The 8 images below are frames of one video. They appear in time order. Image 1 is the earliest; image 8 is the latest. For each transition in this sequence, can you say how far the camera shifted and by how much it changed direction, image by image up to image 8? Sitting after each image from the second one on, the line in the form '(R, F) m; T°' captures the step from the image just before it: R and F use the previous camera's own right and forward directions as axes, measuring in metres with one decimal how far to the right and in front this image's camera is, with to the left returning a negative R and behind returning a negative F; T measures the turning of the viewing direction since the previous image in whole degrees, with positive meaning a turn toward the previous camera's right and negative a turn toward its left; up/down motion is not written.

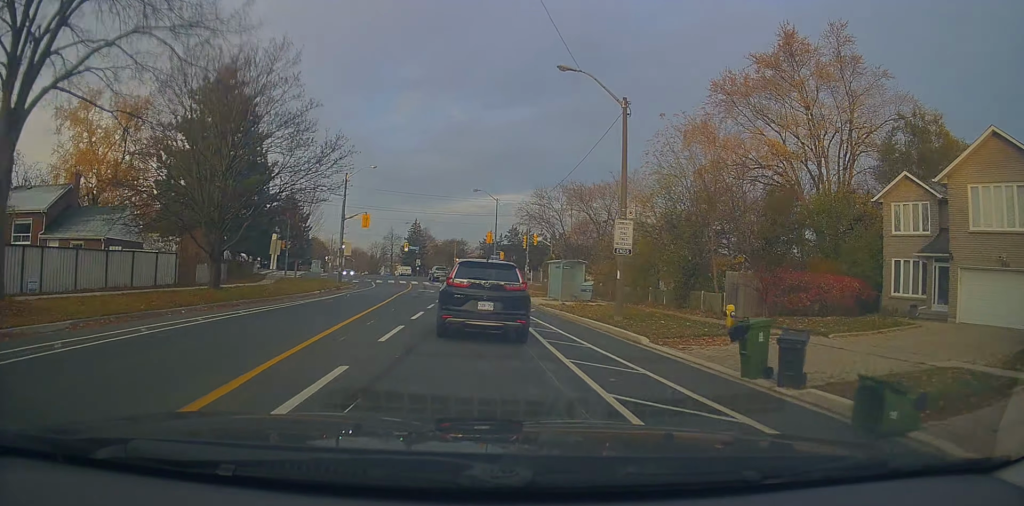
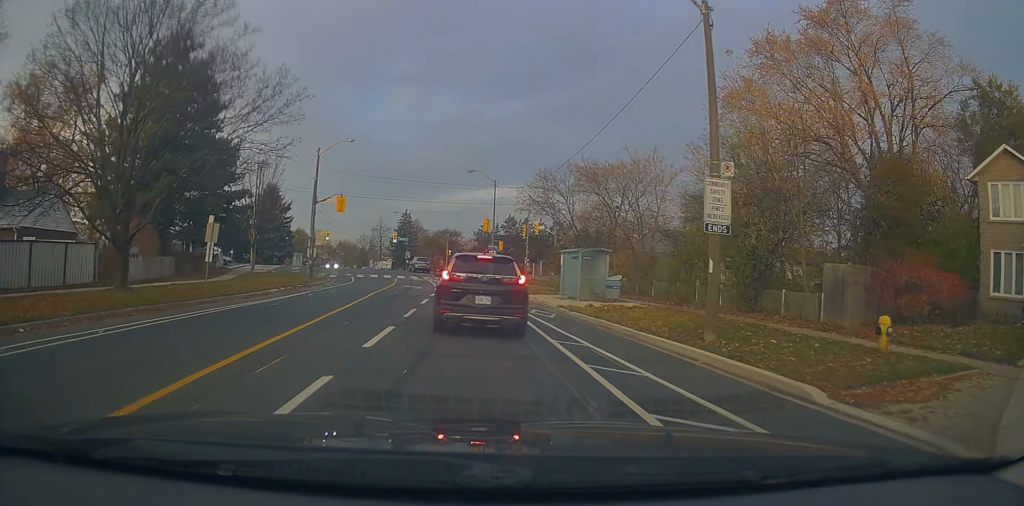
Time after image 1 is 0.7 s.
(-0.1, +7.4) m; -1°
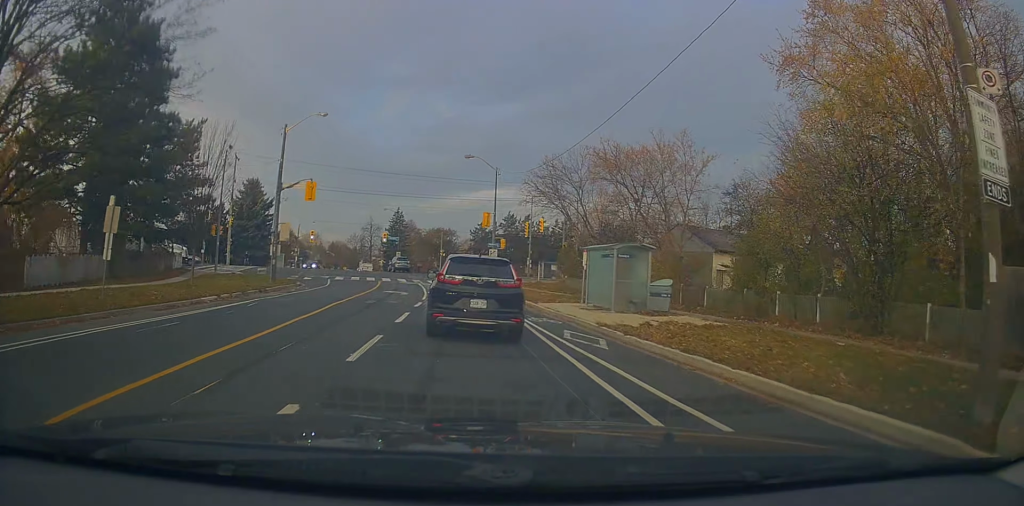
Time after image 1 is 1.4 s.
(-0.4, +7.5) m; 0°
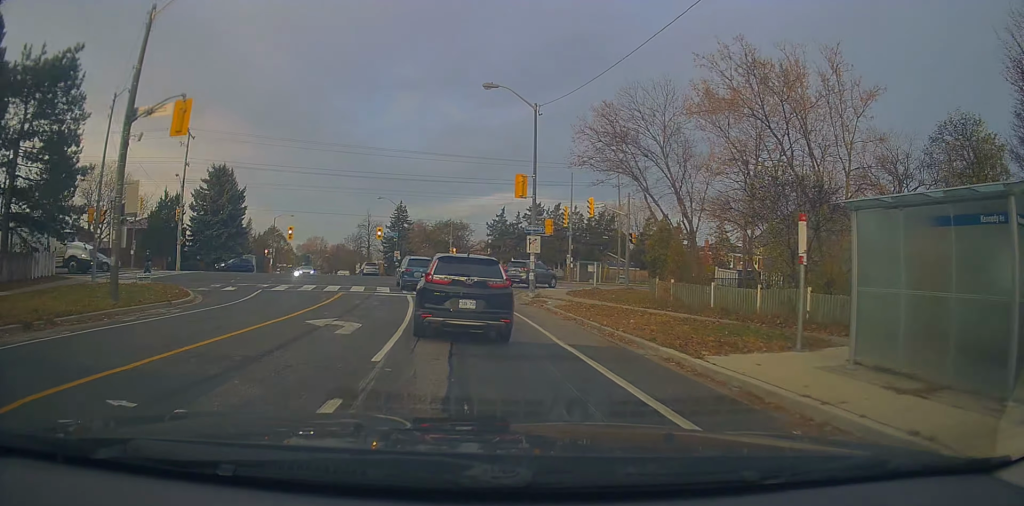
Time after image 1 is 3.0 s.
(+0.8, +17.5) m; +3°
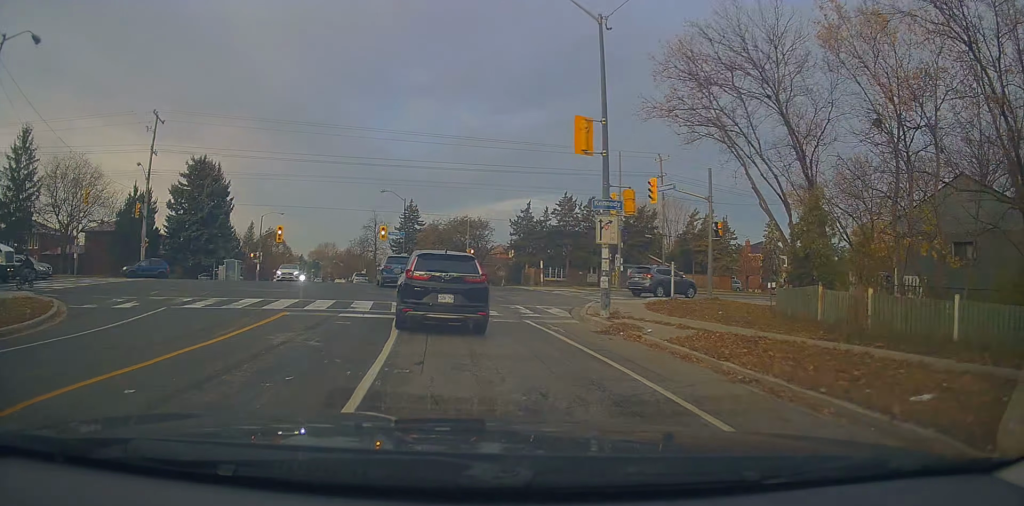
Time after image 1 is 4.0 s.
(0.0, +10.8) m; -2°
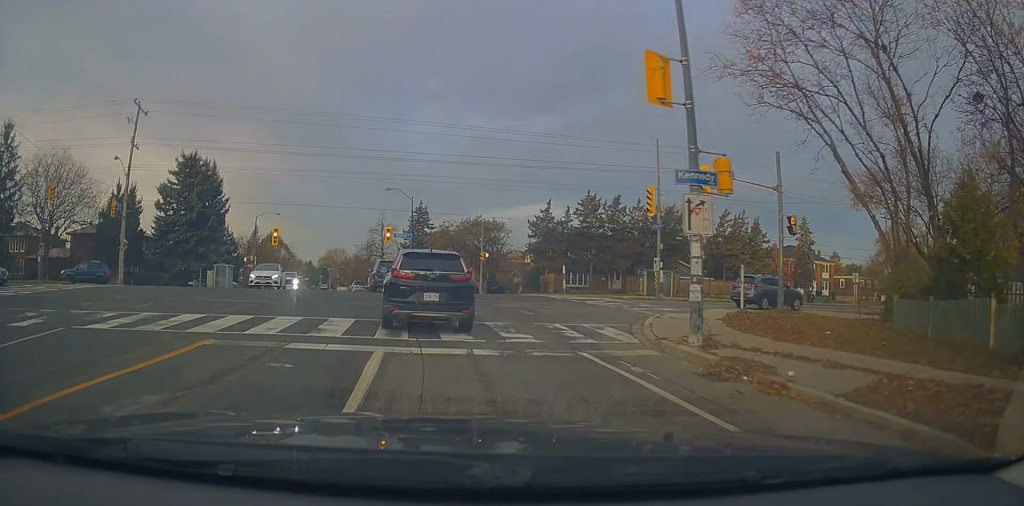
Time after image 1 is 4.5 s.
(0.0, +5.1) m; -1°
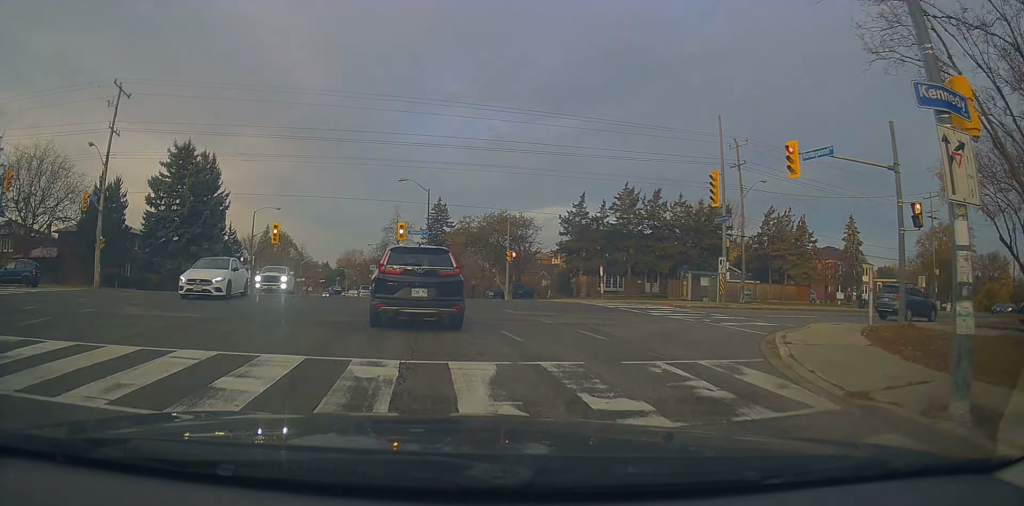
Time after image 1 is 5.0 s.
(-0.2, +5.8) m; -2°
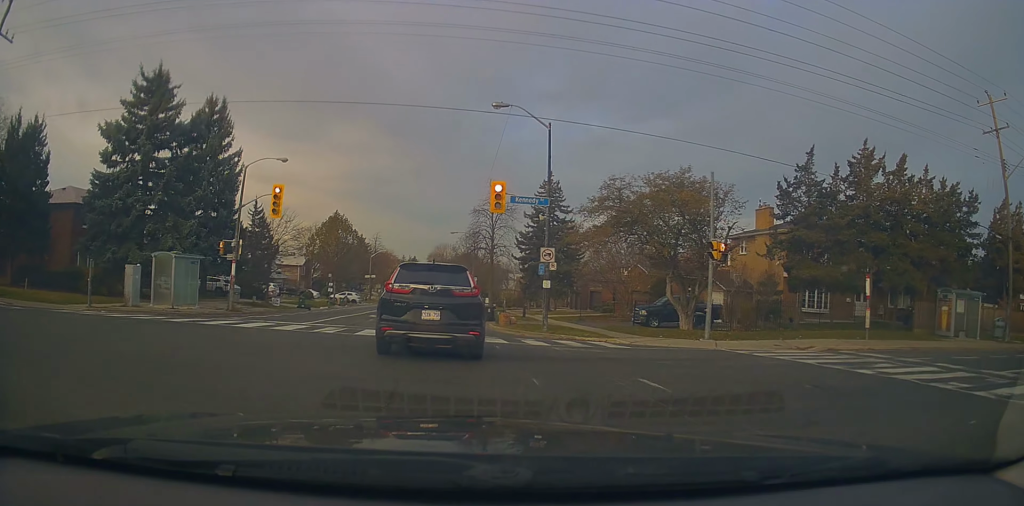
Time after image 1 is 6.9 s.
(-1.0, +20.8) m; -7°
